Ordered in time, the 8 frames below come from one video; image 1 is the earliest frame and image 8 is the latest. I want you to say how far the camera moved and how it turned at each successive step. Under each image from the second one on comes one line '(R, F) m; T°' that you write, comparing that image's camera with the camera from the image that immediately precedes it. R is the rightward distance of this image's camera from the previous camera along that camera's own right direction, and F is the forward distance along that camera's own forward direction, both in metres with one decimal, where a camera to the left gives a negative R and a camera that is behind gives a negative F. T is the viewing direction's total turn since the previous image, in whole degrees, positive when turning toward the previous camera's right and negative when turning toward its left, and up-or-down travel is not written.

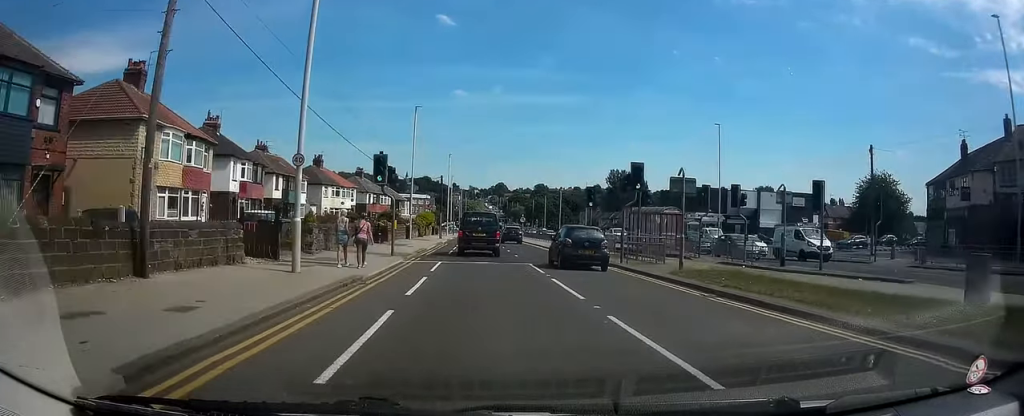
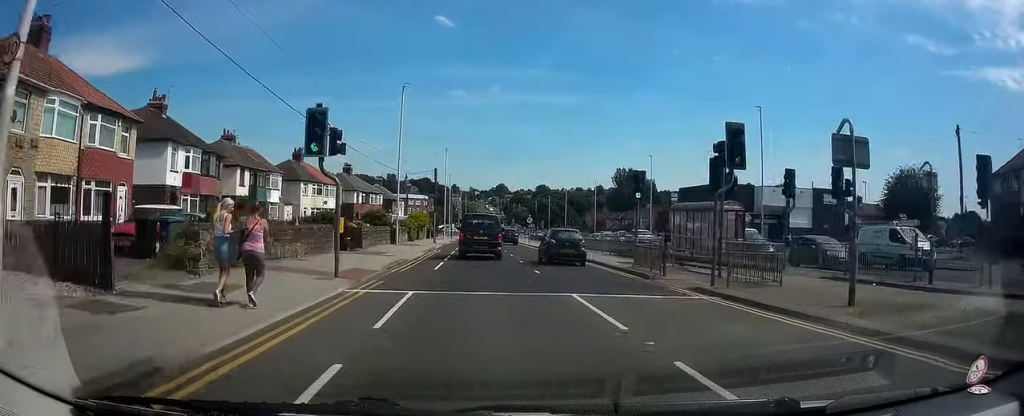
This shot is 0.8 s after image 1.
(-0.2, +10.1) m; -2°
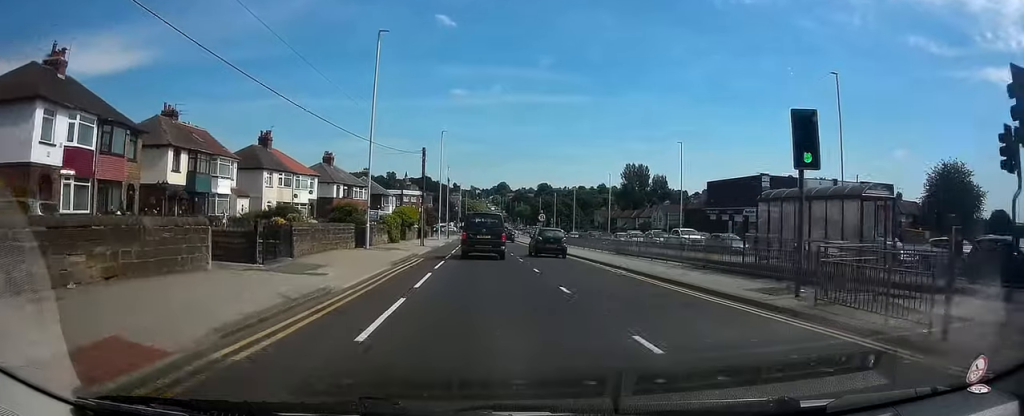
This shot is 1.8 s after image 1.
(-0.1, +13.1) m; 0°
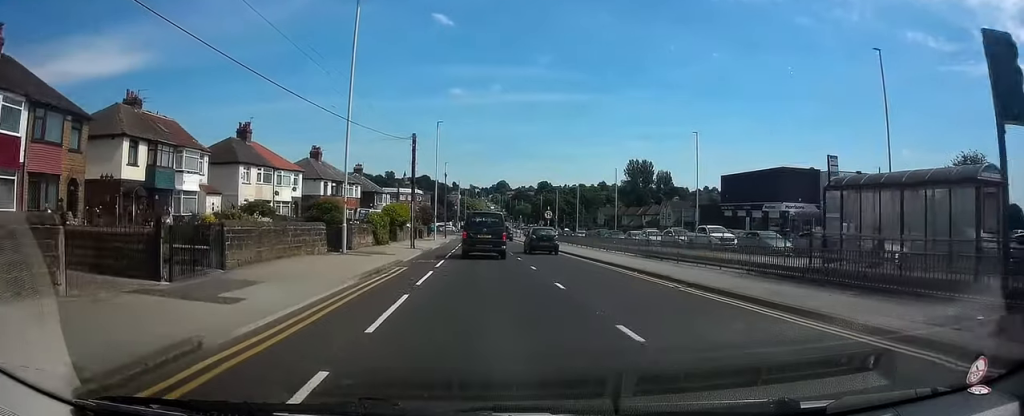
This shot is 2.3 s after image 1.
(0.0, +5.9) m; 0°
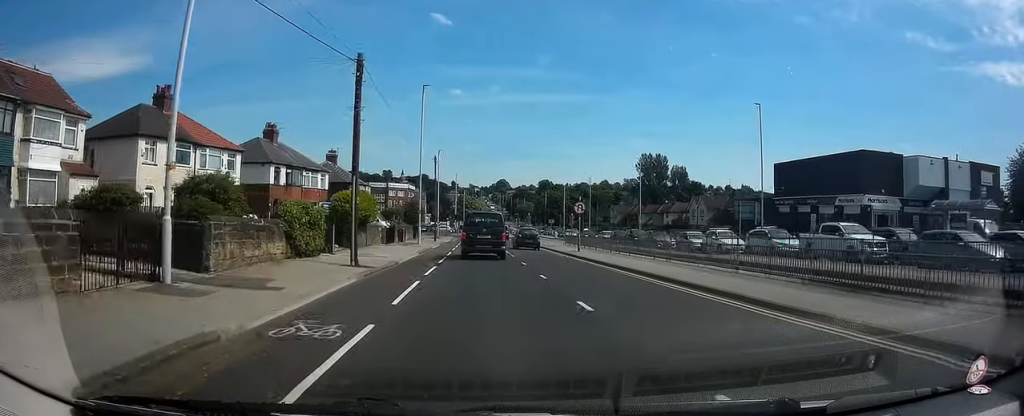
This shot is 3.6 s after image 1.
(0.0, +16.7) m; 0°
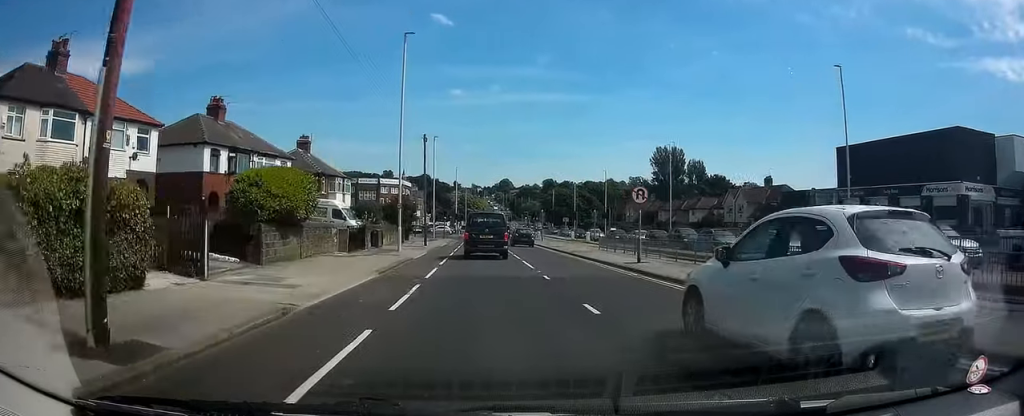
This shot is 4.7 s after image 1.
(0.0, +13.3) m; 0°
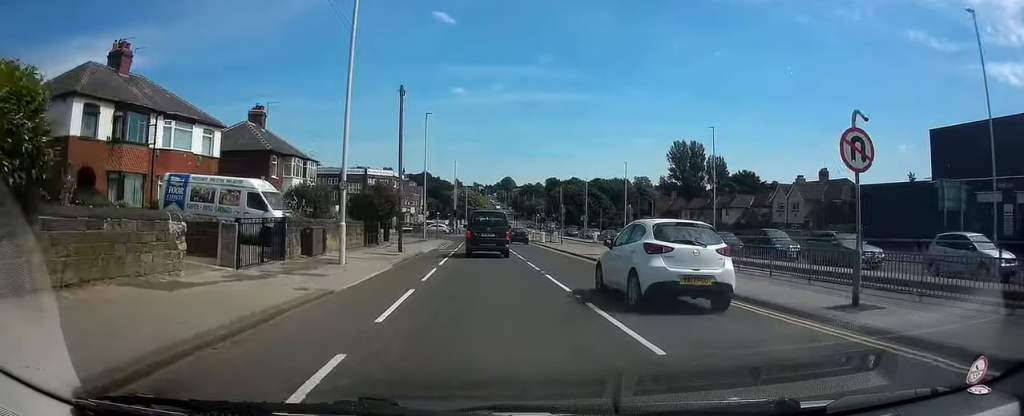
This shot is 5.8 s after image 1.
(0.0, +14.3) m; 0°
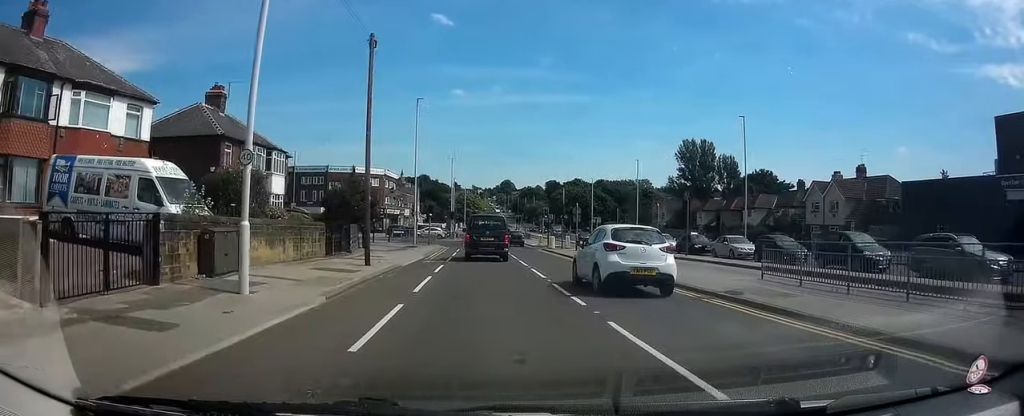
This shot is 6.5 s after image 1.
(0.0, +8.0) m; 0°
